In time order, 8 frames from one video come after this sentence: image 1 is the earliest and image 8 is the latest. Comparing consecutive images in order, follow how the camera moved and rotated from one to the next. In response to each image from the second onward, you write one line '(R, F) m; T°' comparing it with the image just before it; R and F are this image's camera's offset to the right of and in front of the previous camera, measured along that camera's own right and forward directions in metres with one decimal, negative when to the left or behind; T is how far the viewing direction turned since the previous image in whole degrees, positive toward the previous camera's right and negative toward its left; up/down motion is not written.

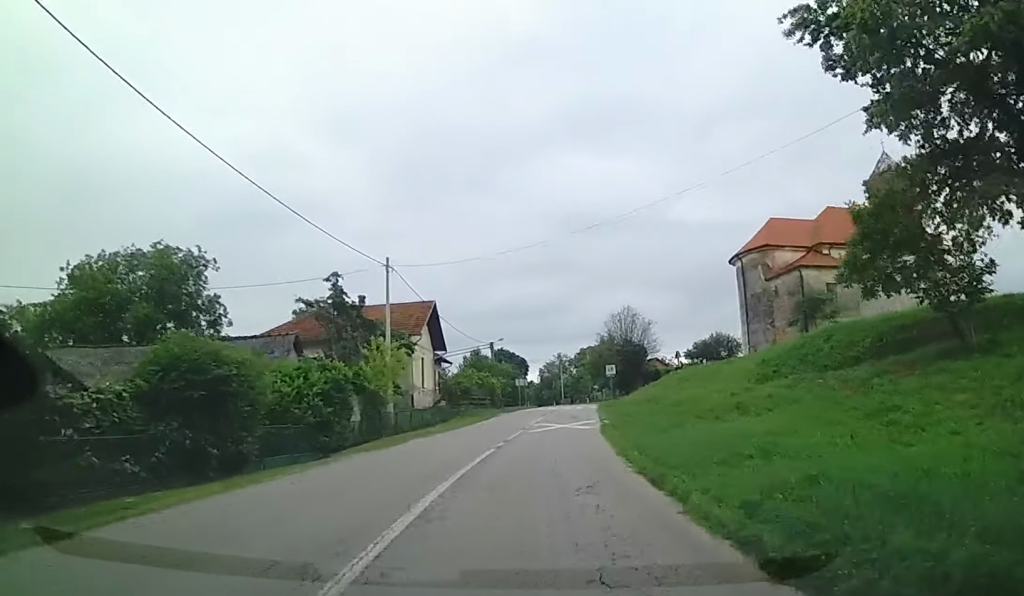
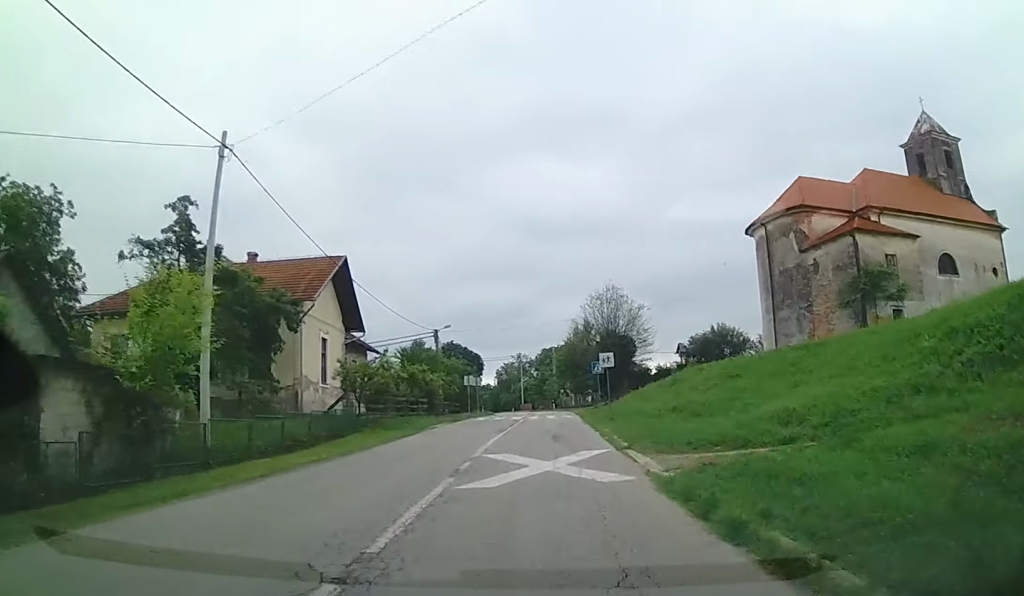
(+0.4, +15.0) m; +2°
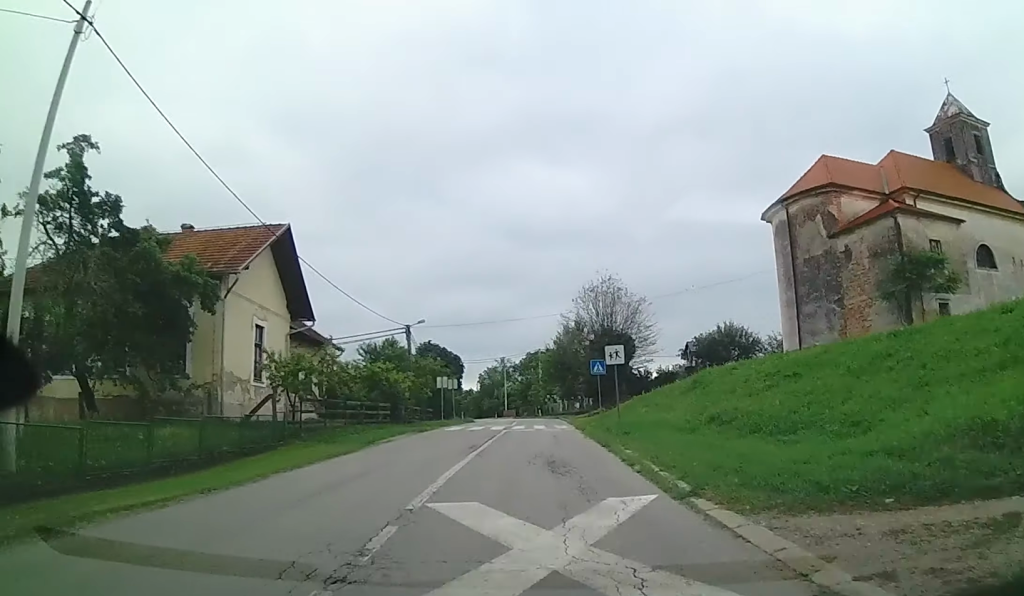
(-0.1, +6.4) m; +1°
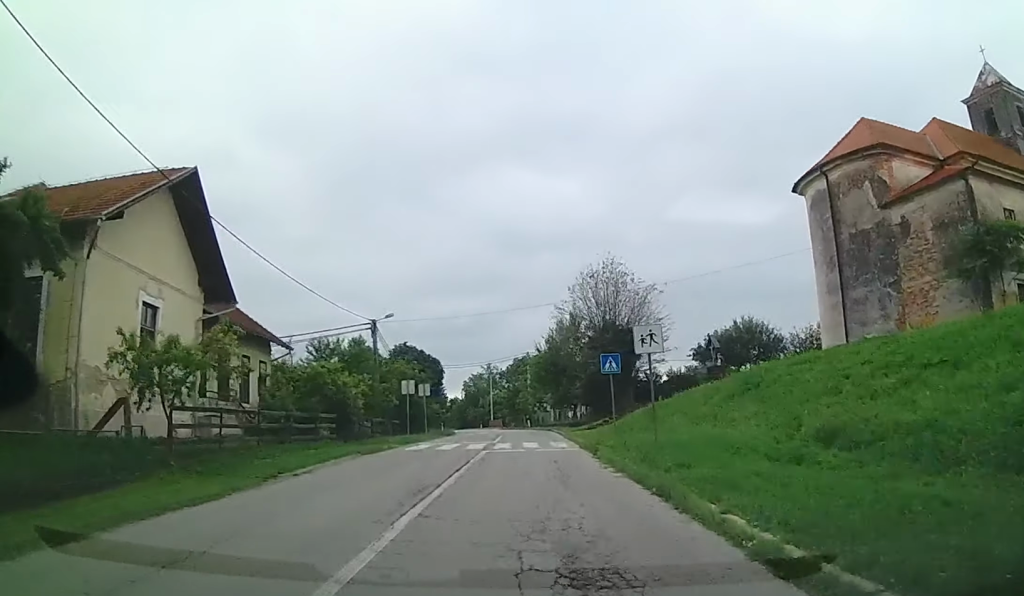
(+0.1, +7.3) m; +1°
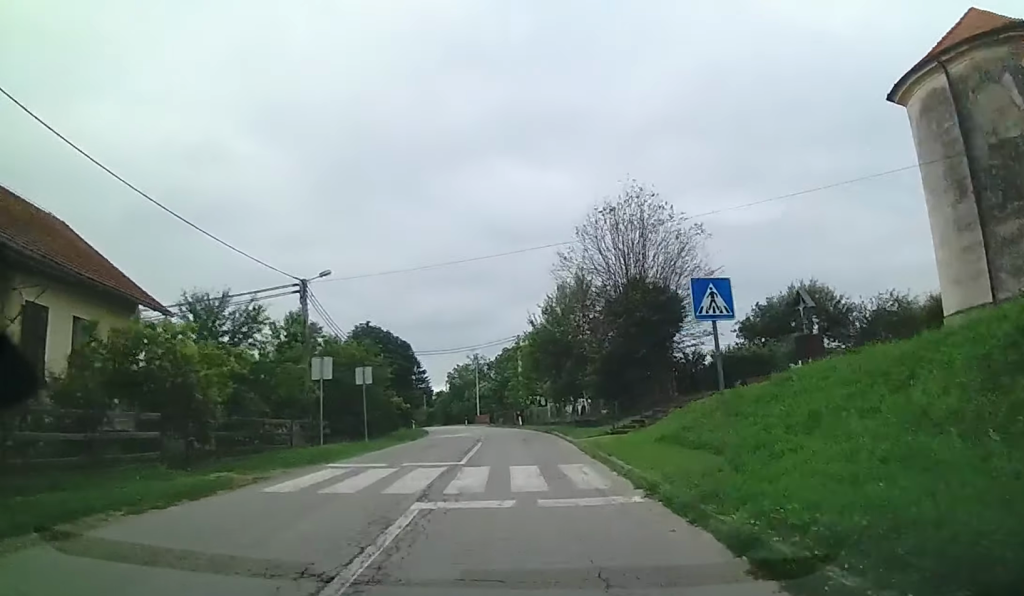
(+0.5, +11.7) m; 0°
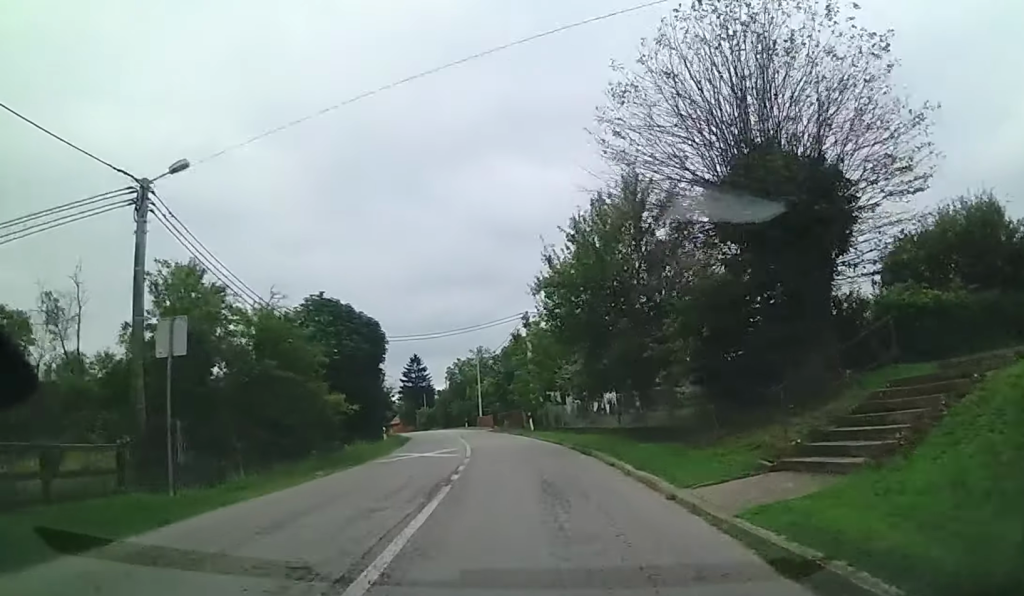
(-0.5, +13.7) m; -4°
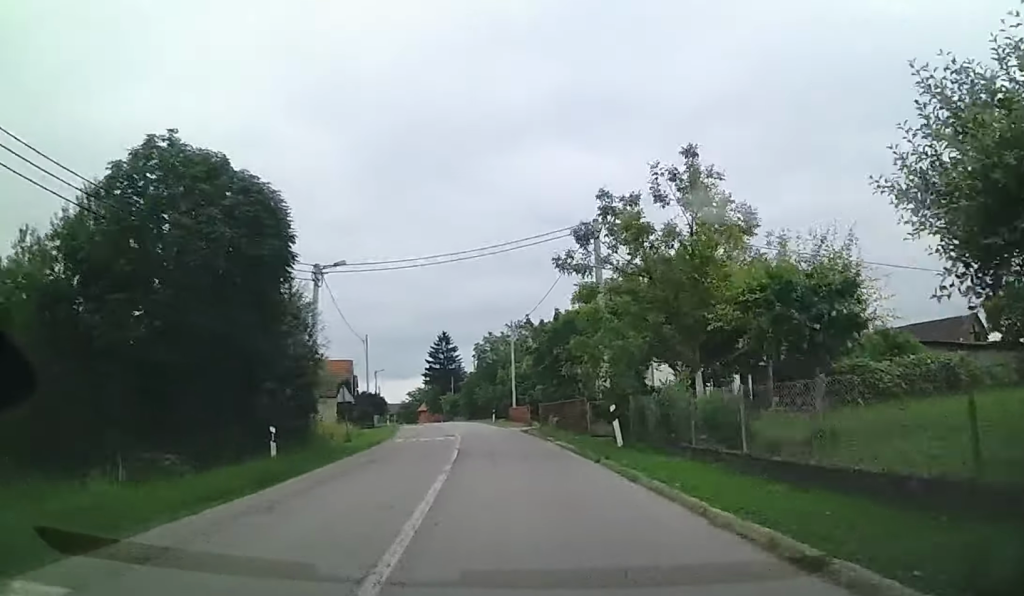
(-0.6, +21.5) m; -3°
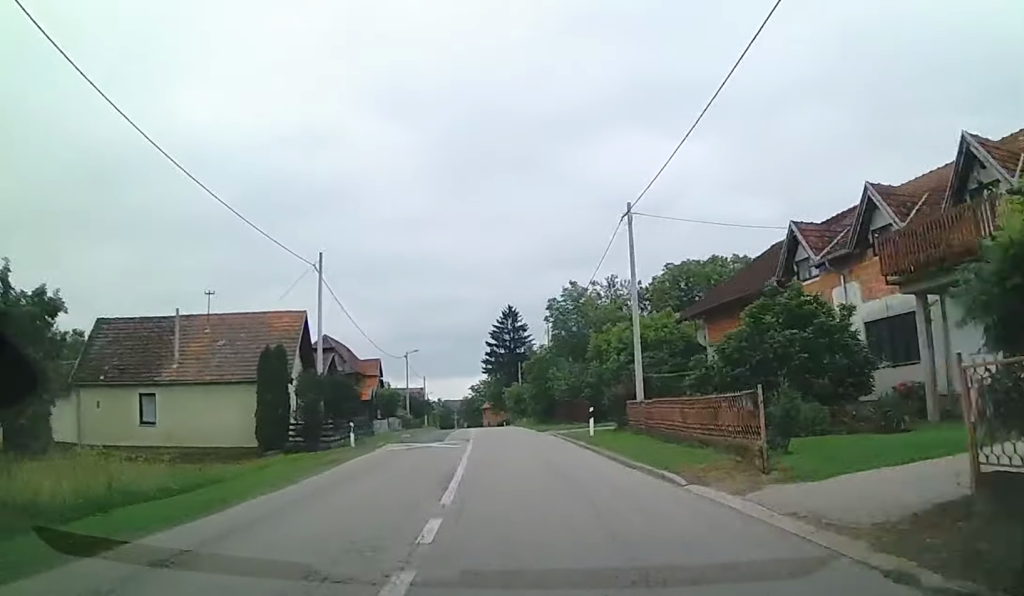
(-1.9, +30.1) m; -7°
